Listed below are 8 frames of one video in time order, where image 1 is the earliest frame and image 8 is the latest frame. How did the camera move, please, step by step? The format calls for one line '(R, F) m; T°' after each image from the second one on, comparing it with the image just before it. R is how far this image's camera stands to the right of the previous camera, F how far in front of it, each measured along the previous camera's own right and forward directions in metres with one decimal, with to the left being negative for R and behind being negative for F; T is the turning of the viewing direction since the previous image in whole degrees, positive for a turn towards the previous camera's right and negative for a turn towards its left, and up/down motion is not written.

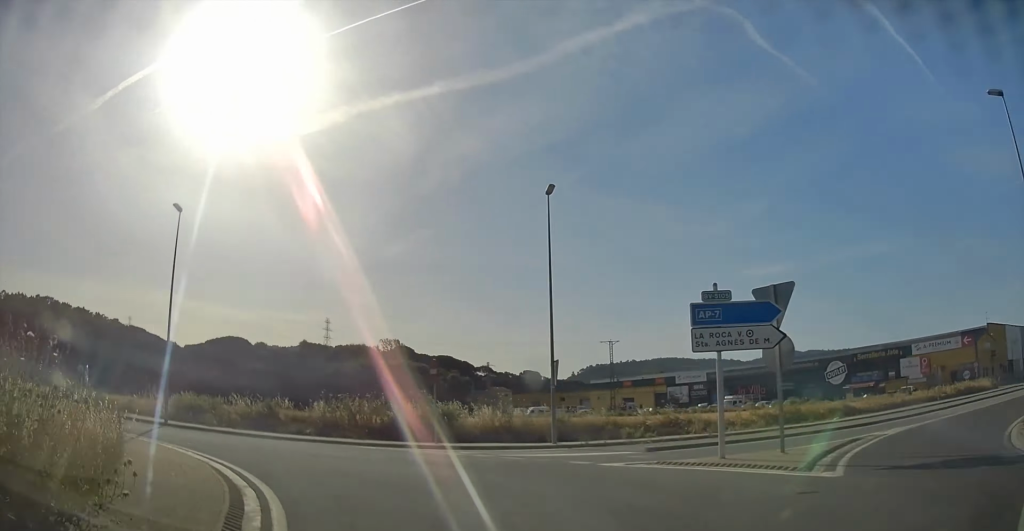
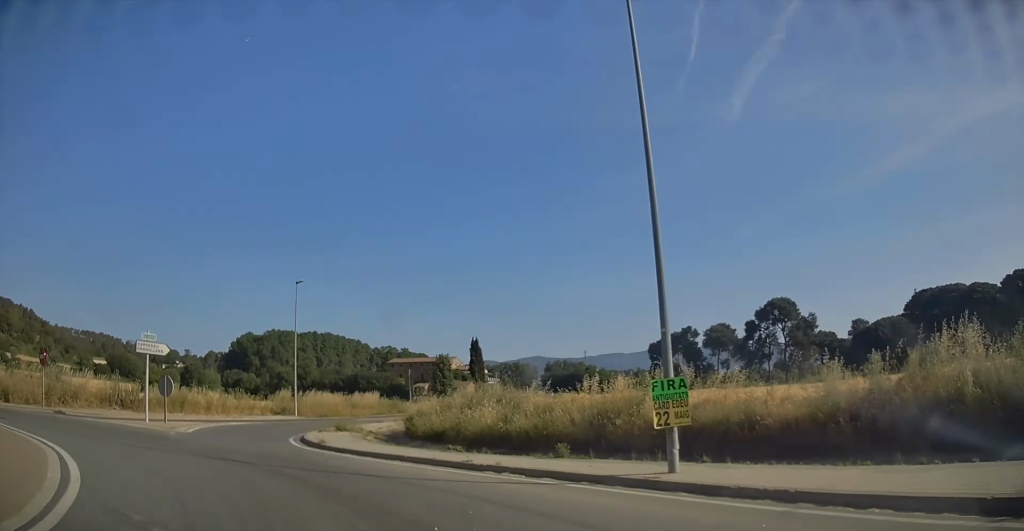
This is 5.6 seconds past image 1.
(-11.8, +29.9) m; -42°
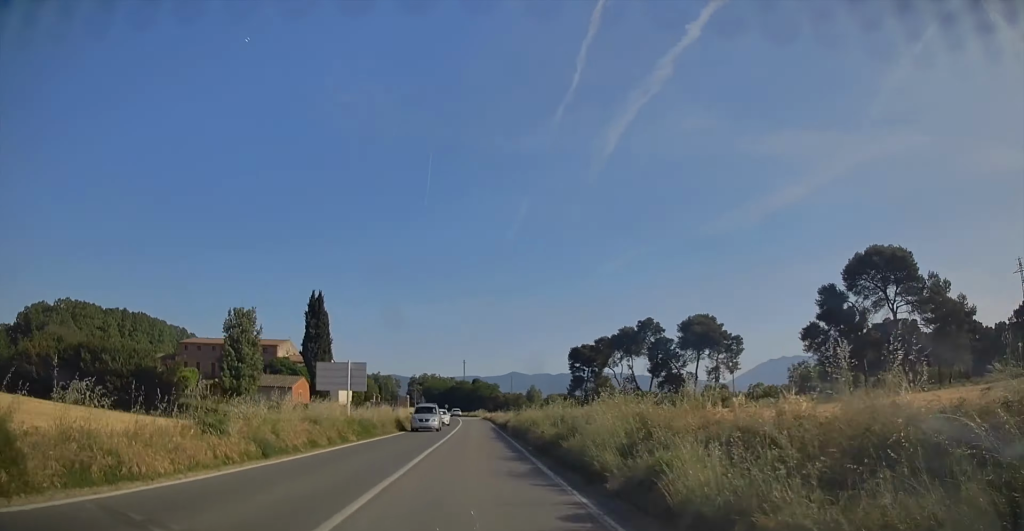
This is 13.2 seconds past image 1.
(-17.3, +99.0) m; -10°
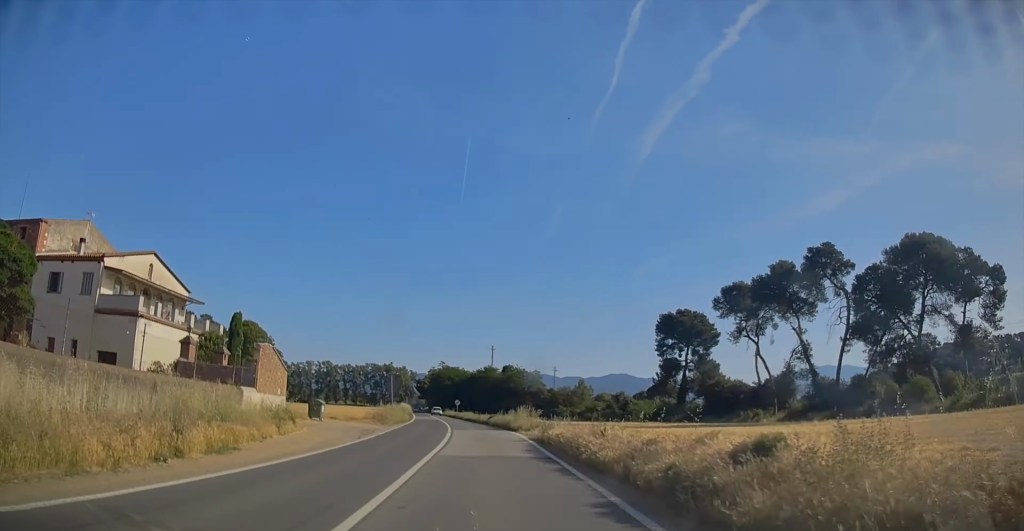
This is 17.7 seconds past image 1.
(-0.3, +83.6) m; -1°
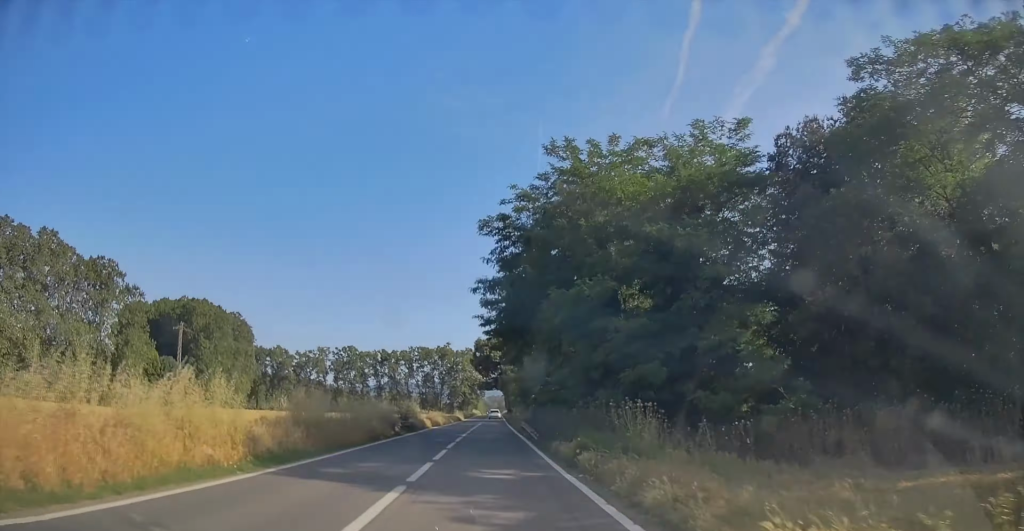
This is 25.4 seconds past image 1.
(-3.4, +151.5) m; -2°
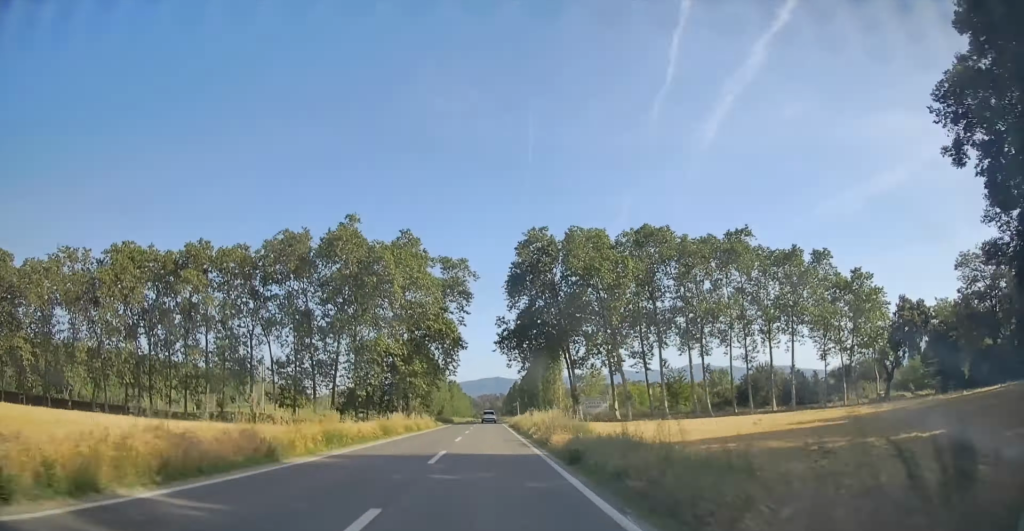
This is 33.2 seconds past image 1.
(-2.3, +161.1) m; -1°
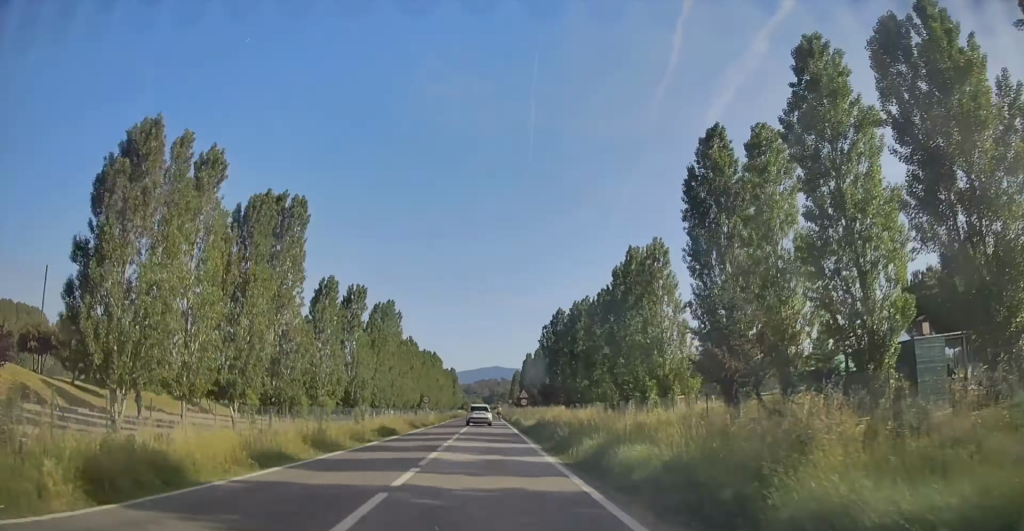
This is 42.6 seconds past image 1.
(-0.6, +193.4) m; 0°
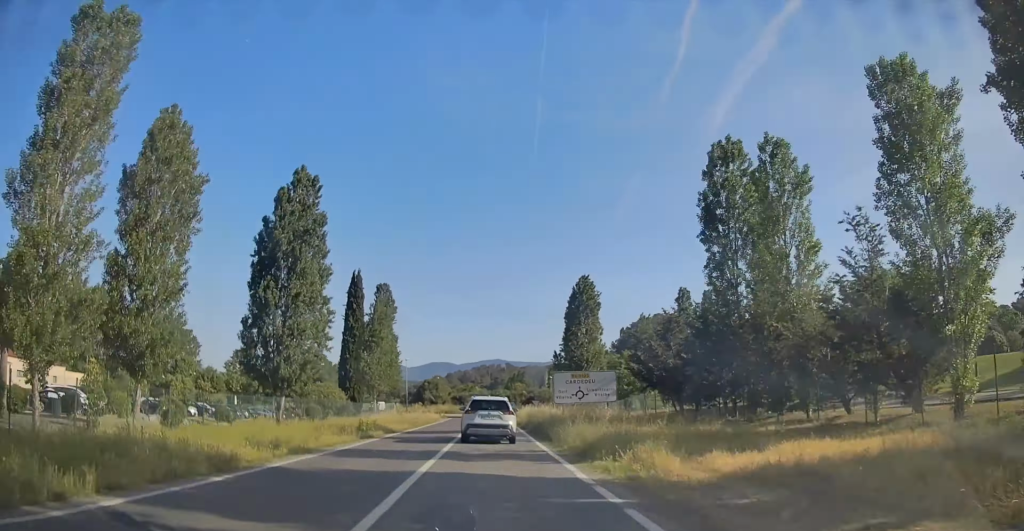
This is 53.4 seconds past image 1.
(+2.5, +176.0) m; +3°
